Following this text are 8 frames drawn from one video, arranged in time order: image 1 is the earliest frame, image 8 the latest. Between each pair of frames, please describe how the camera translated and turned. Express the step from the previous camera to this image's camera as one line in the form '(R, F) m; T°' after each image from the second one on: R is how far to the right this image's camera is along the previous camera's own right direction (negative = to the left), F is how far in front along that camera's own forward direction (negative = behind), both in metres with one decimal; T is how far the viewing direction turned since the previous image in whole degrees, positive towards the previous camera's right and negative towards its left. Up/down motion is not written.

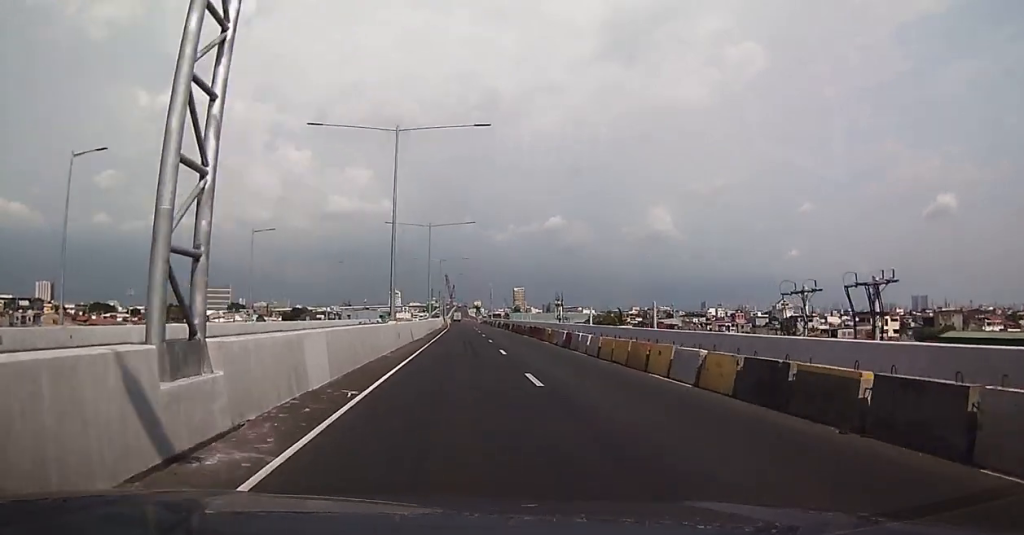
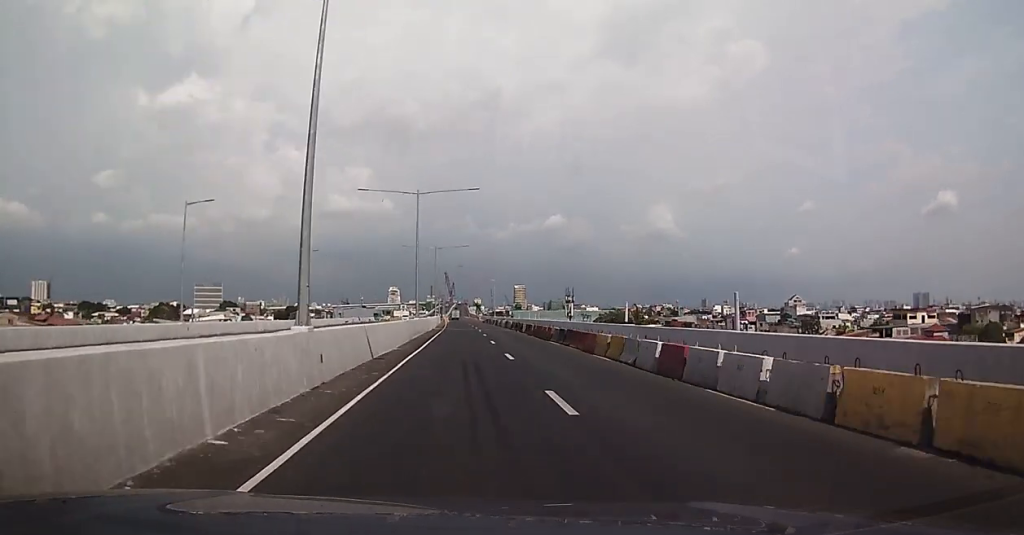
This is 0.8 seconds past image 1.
(0.0, +17.3) m; 0°
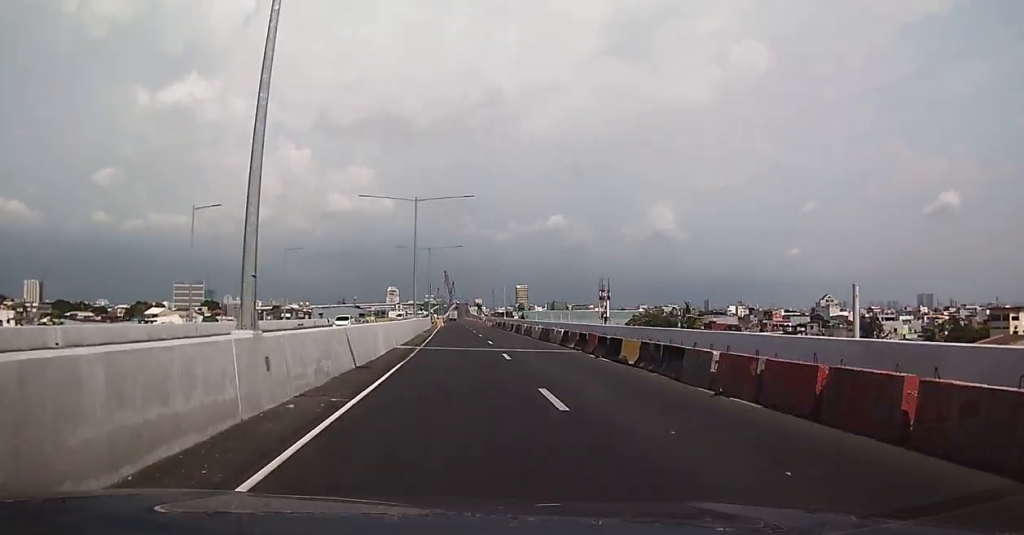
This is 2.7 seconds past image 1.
(0.0, +38.0) m; 0°
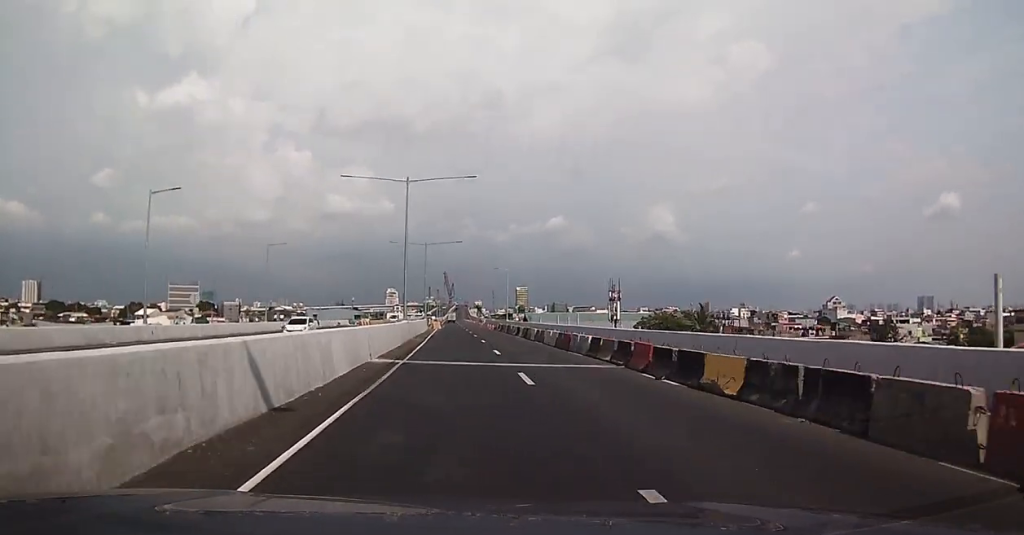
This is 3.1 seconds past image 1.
(0.0, +8.2) m; 0°
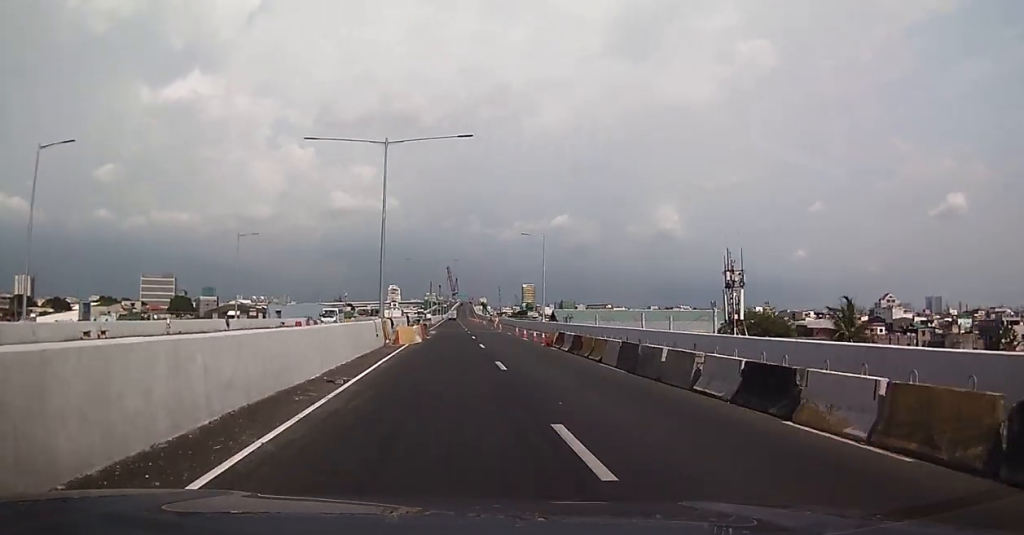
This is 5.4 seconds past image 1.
(+0.1, +47.4) m; -1°
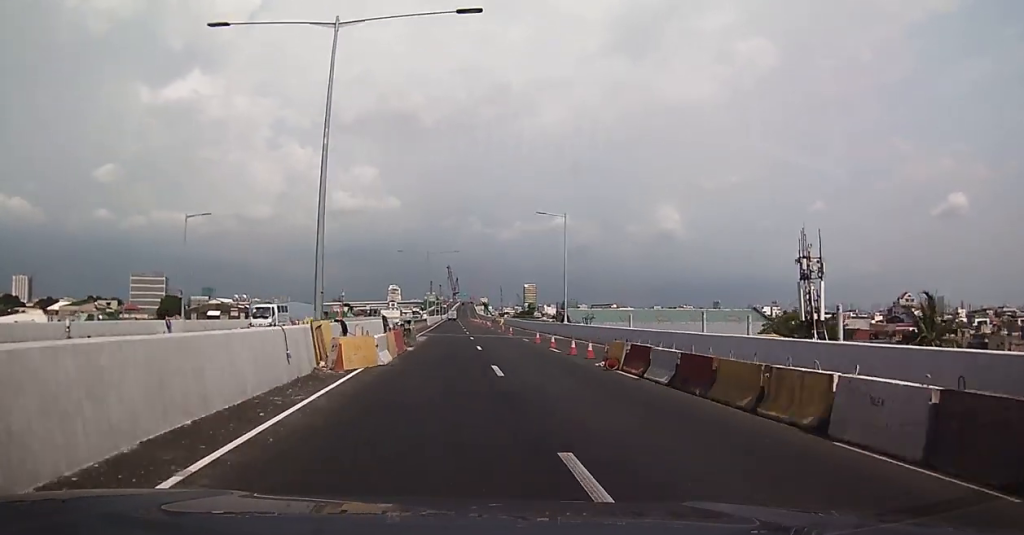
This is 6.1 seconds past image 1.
(-0.3, +14.7) m; 0°
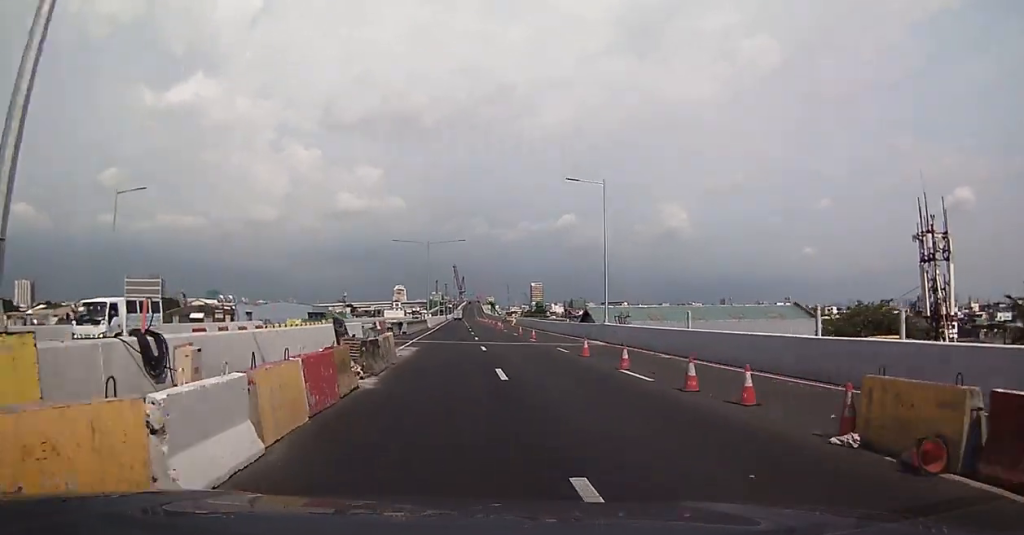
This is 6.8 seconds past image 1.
(0.0, +14.0) m; 0°
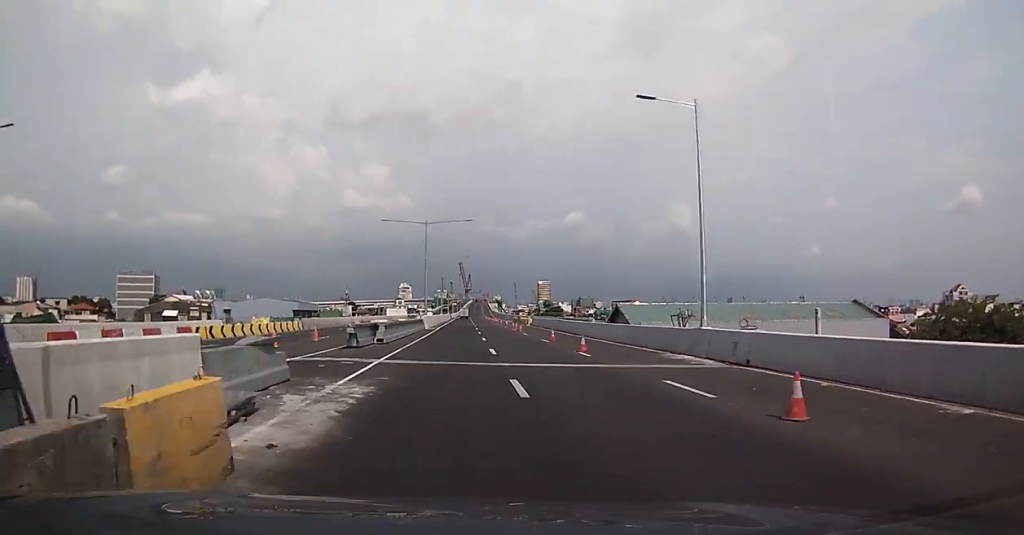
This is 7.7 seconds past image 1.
(+0.3, +16.6) m; +1°
